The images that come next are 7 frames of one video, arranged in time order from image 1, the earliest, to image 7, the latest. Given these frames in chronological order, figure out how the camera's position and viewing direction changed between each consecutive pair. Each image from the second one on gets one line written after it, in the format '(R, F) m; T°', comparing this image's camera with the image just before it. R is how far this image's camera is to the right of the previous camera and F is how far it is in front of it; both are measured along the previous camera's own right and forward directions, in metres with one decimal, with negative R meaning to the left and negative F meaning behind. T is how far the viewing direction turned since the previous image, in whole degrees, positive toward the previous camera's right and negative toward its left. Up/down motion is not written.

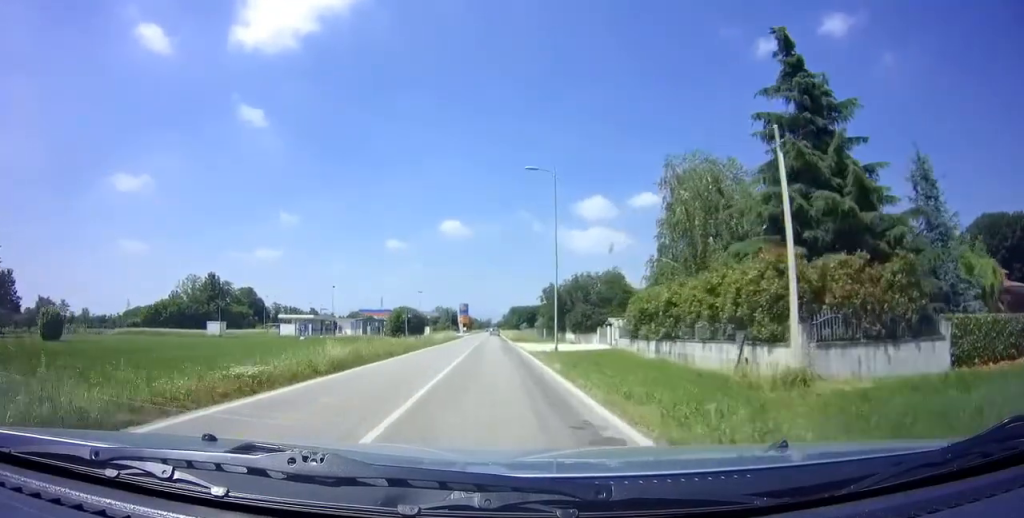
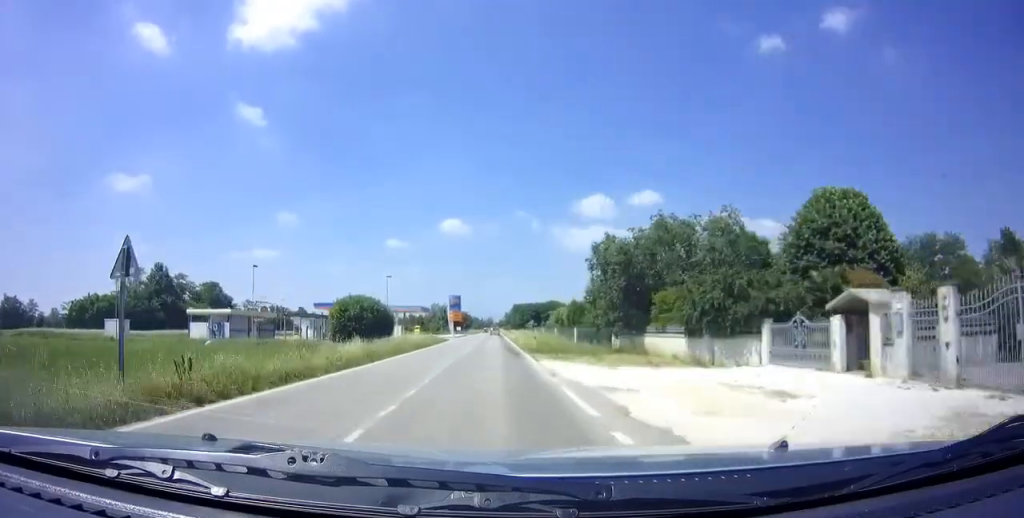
(0.0, +28.3) m; 0°
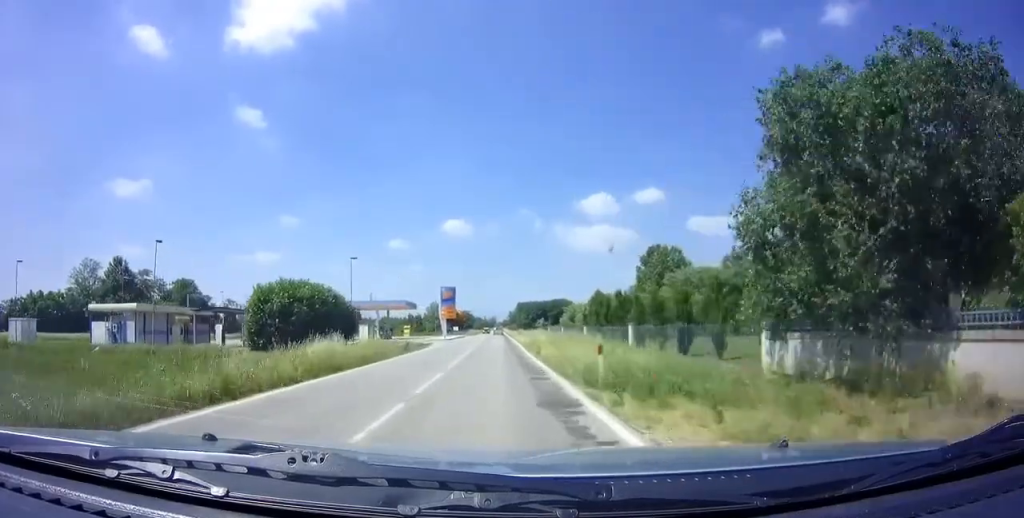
(-0.1, +18.7) m; 0°
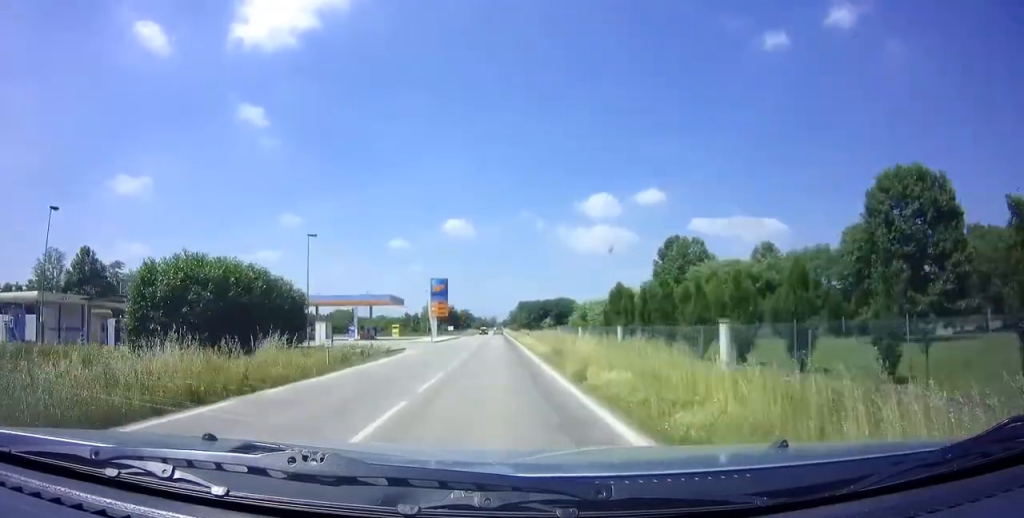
(0.0, +11.8) m; 0°
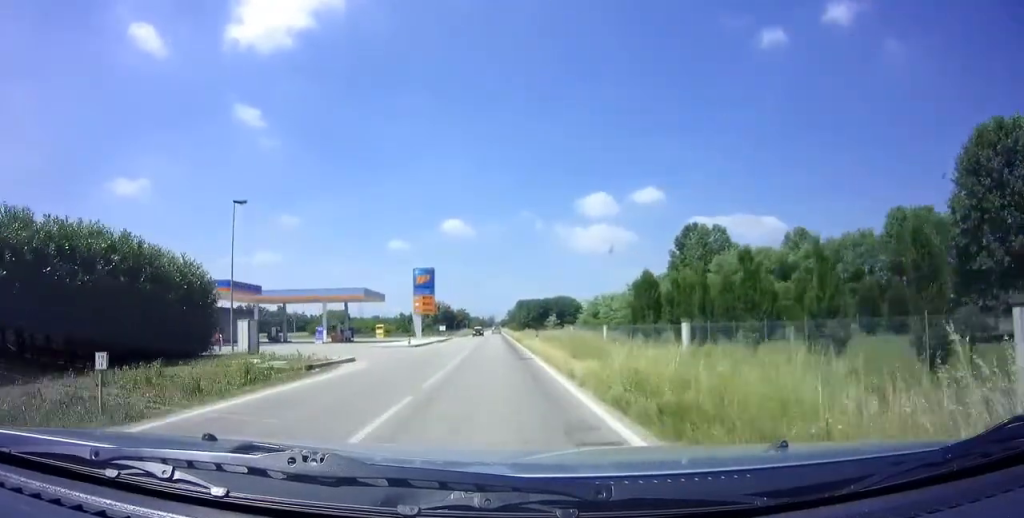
(0.0, +11.1) m; 0°
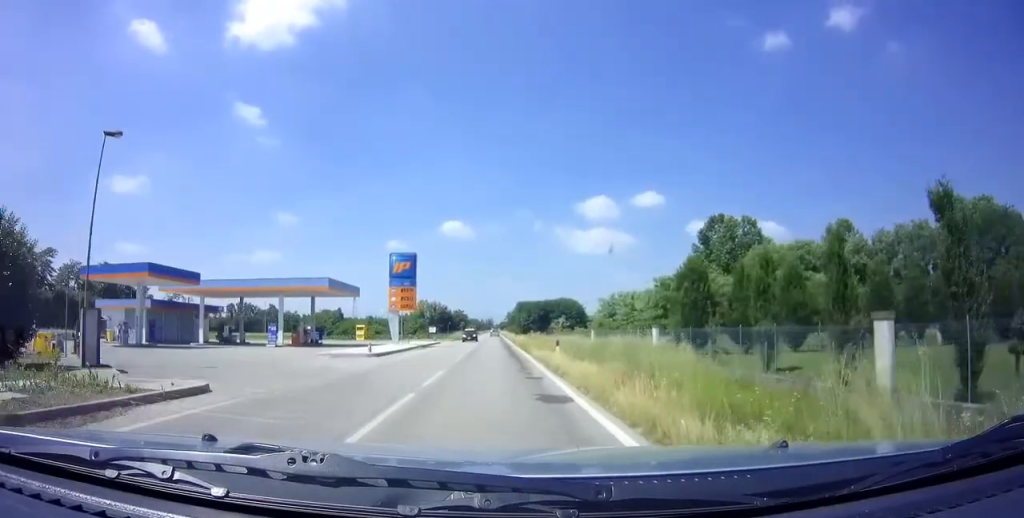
(0.0, +11.1) m; 0°
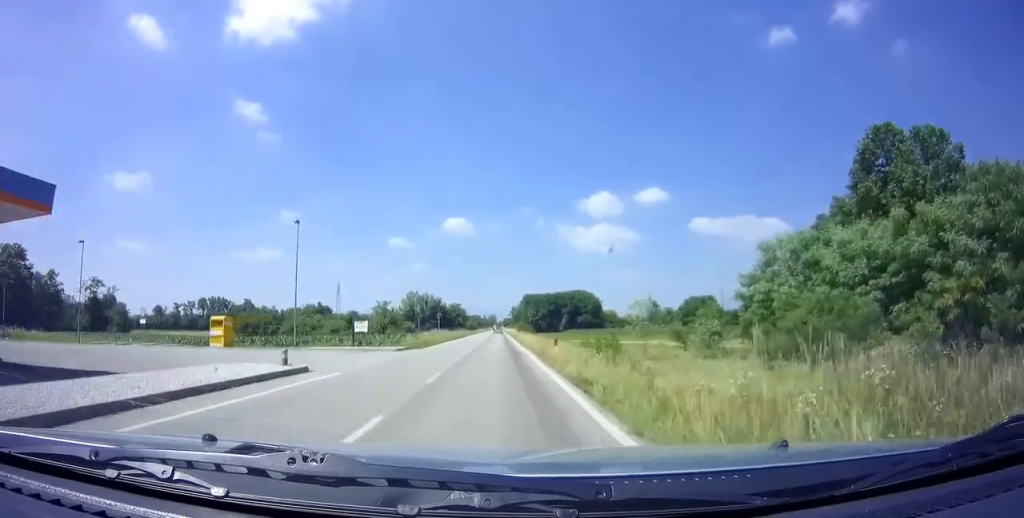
(-0.1, +39.2) m; 0°
